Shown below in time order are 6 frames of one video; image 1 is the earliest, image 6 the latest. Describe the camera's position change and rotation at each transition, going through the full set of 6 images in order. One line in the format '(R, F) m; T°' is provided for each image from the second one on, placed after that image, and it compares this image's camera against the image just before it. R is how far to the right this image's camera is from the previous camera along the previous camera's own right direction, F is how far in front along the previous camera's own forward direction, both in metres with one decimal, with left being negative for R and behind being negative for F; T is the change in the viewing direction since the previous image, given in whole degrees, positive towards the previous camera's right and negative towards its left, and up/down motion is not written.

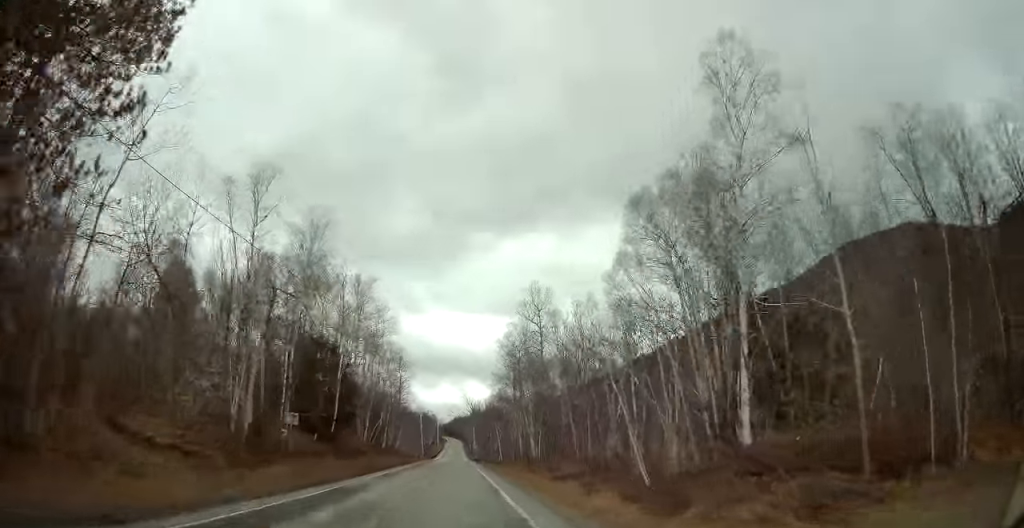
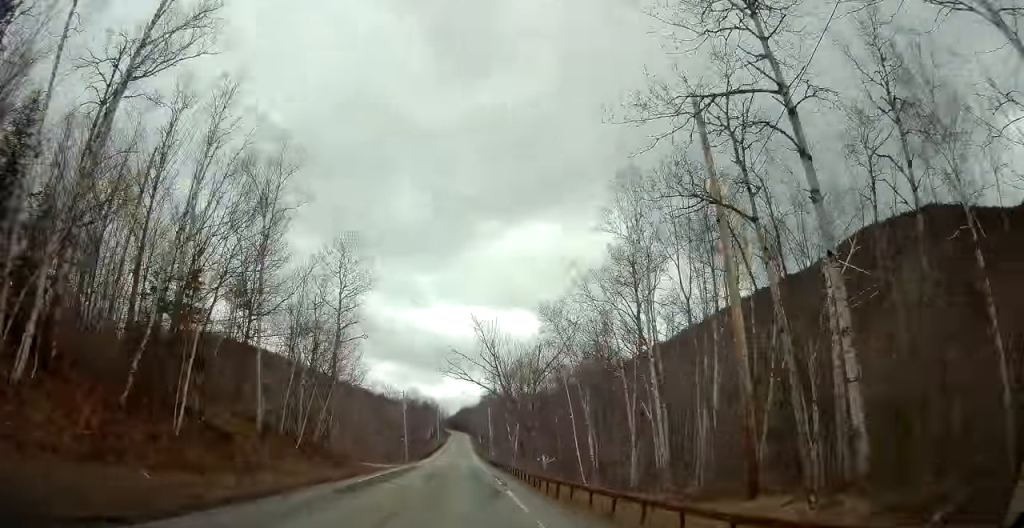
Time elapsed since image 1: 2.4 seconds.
(-0.8, +57.0) m; -2°
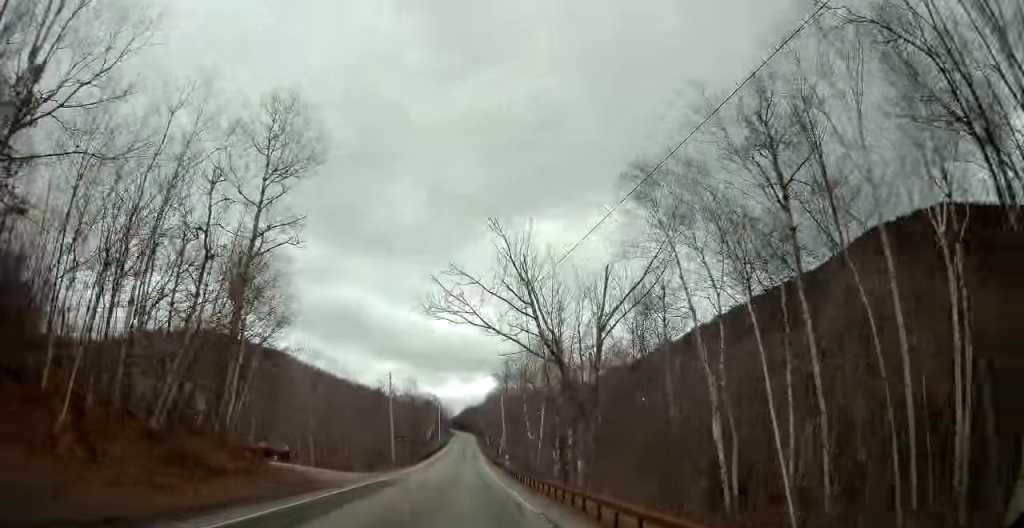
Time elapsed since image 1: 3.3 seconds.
(-0.1, +22.1) m; +1°
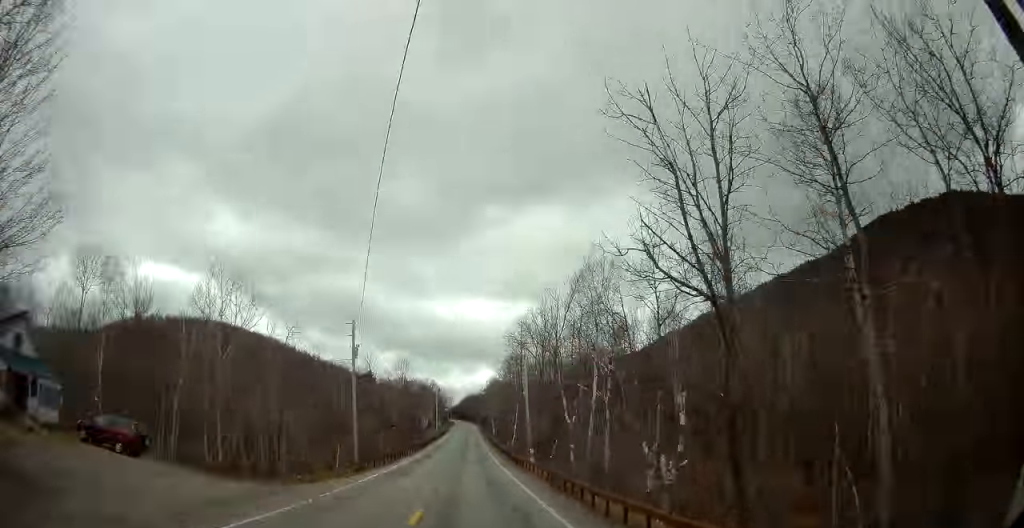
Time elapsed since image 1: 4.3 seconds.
(+0.4, +24.8) m; 0°
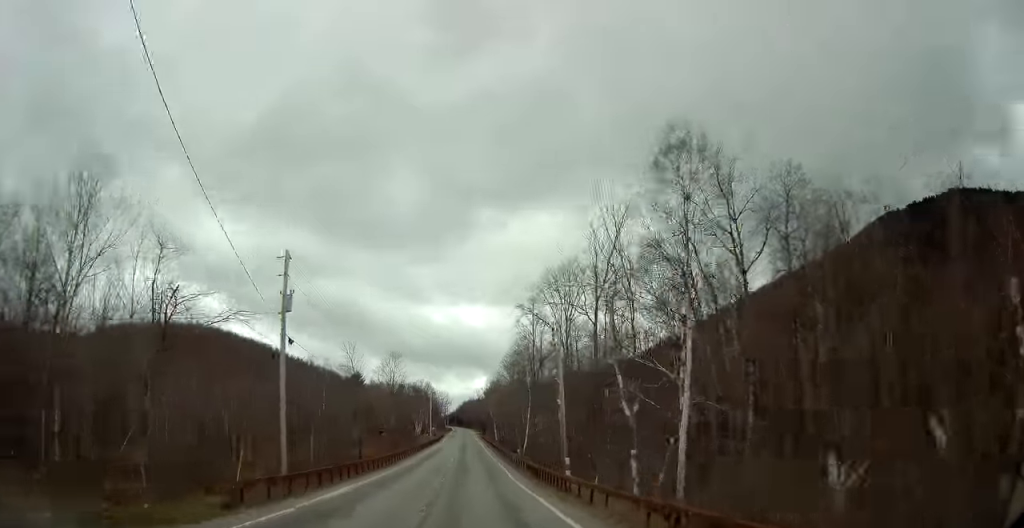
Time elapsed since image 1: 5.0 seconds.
(-0.2, +17.3) m; 0°
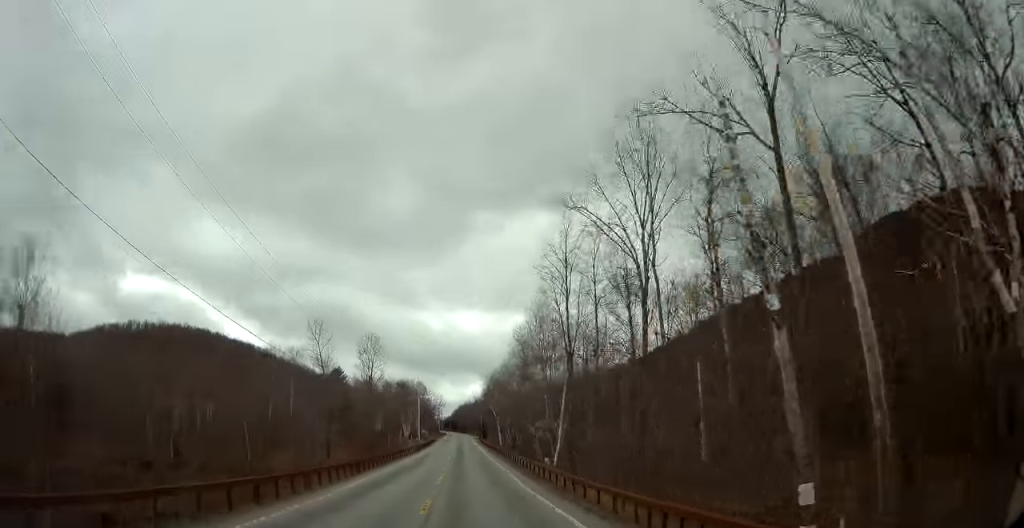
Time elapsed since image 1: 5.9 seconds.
(0.0, +23.2) m; 0°
